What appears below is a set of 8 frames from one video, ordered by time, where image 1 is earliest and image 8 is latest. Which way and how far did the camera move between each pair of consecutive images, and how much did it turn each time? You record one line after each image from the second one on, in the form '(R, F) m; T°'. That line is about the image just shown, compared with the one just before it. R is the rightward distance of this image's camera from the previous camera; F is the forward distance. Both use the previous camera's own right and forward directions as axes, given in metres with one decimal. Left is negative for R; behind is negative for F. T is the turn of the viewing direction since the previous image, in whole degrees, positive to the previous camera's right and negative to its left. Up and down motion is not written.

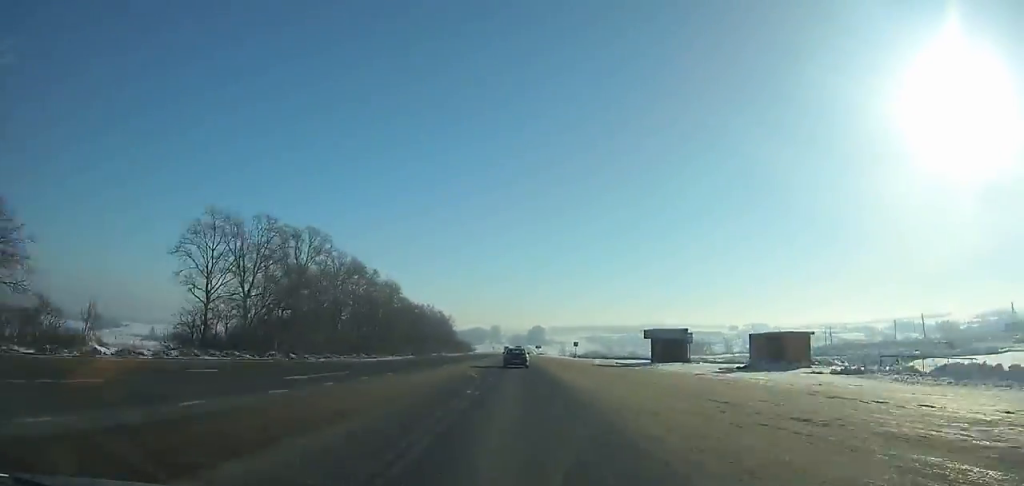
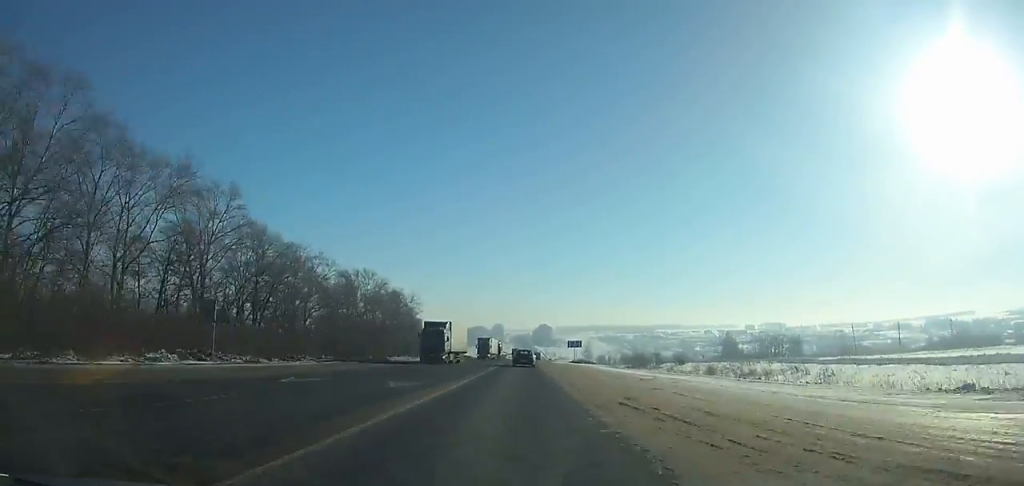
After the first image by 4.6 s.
(-0.1, +113.5) m; +1°
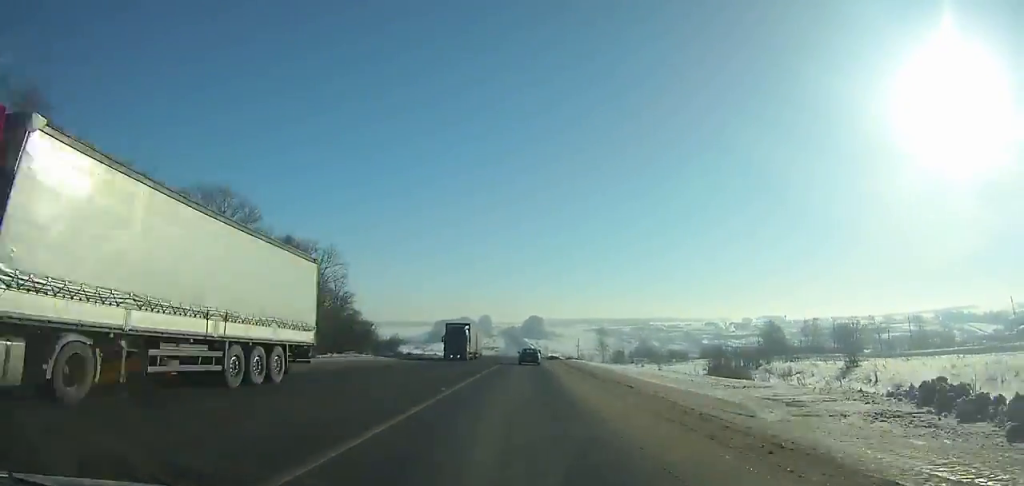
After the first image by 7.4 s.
(+0.6, +71.2) m; +1°
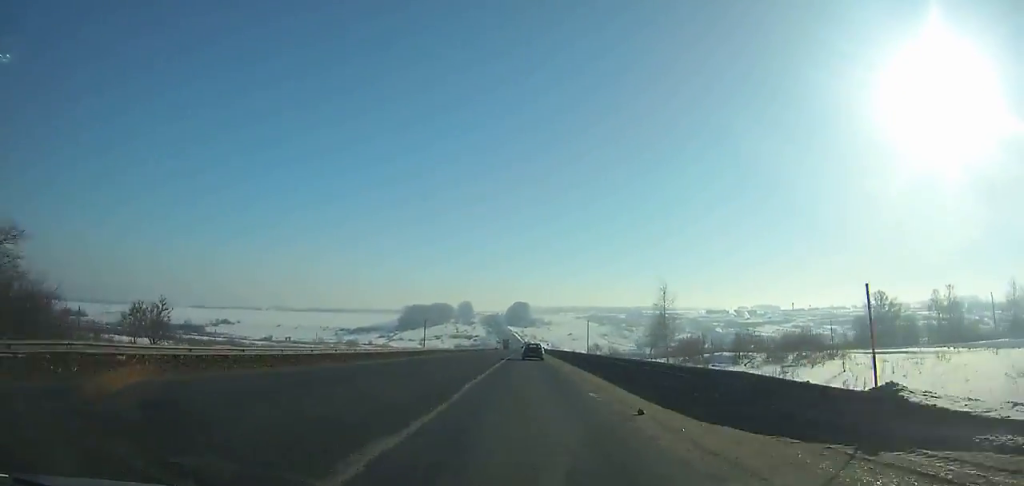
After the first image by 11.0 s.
(+1.1, +93.7) m; +1°
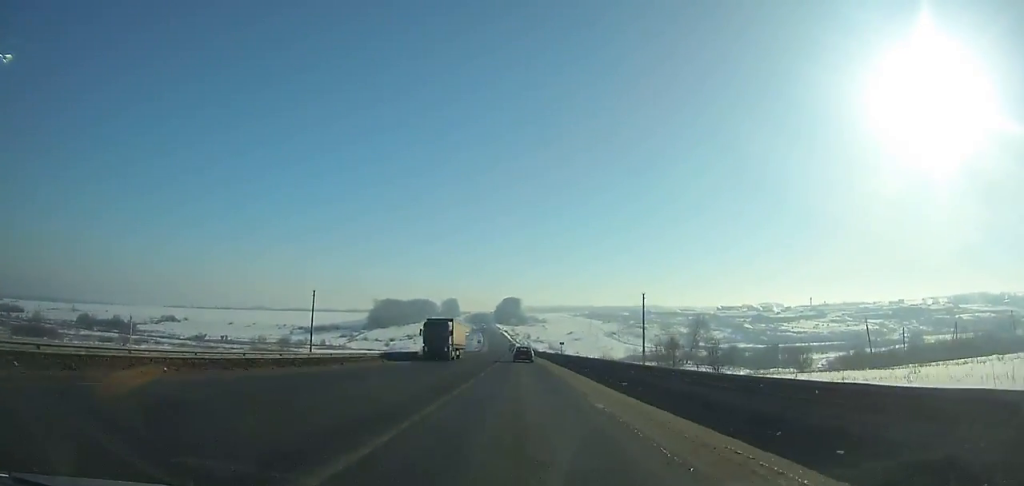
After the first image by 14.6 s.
(+0.6, +95.3) m; 0°
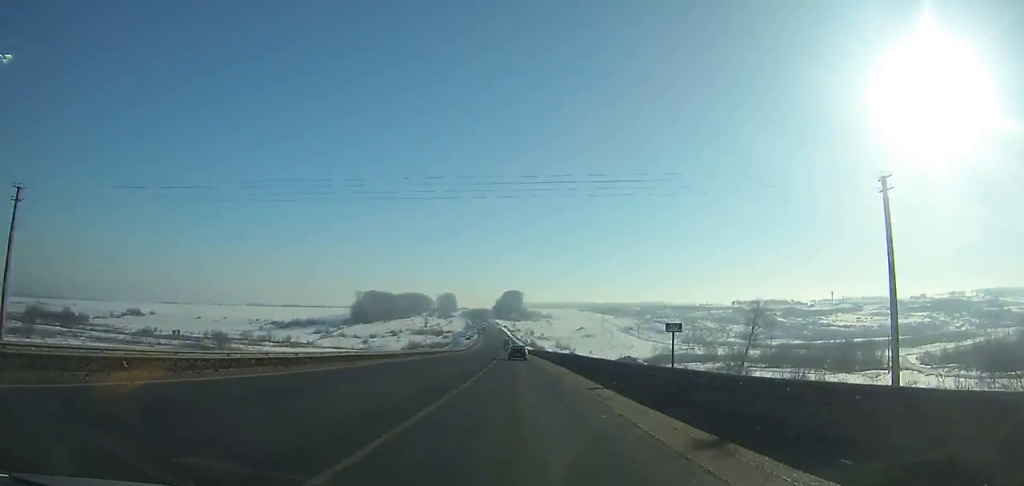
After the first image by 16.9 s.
(-0.3, +61.7) m; -1°
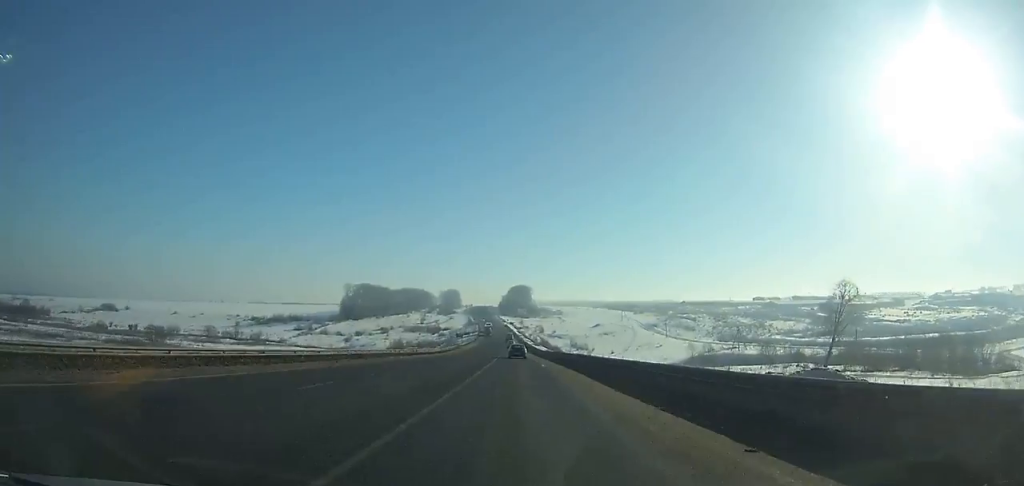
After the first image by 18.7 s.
(-0.2, +48.6) m; 0°
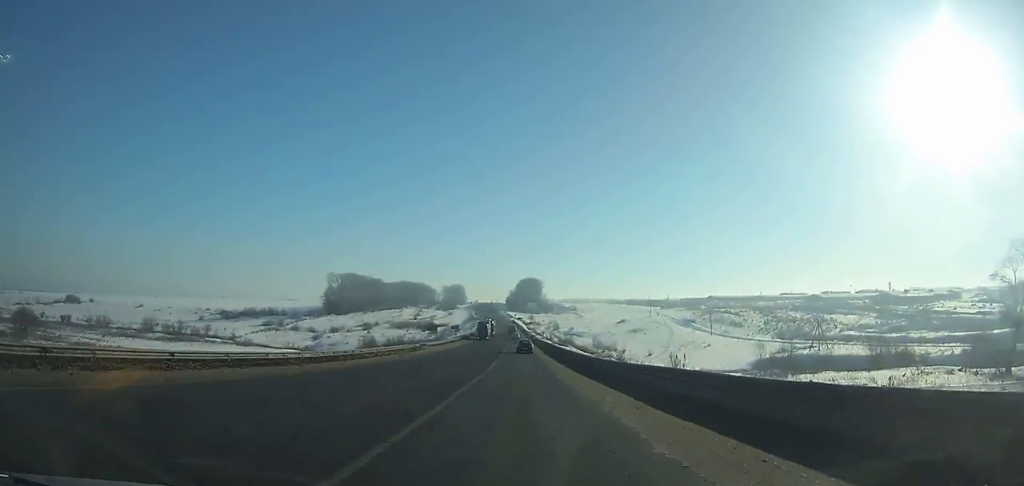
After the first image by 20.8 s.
(-0.3, +57.0) m; 0°
